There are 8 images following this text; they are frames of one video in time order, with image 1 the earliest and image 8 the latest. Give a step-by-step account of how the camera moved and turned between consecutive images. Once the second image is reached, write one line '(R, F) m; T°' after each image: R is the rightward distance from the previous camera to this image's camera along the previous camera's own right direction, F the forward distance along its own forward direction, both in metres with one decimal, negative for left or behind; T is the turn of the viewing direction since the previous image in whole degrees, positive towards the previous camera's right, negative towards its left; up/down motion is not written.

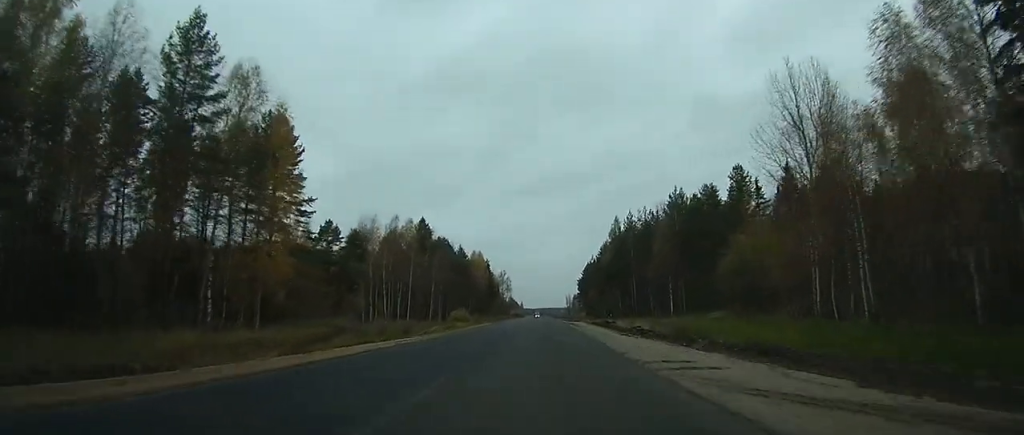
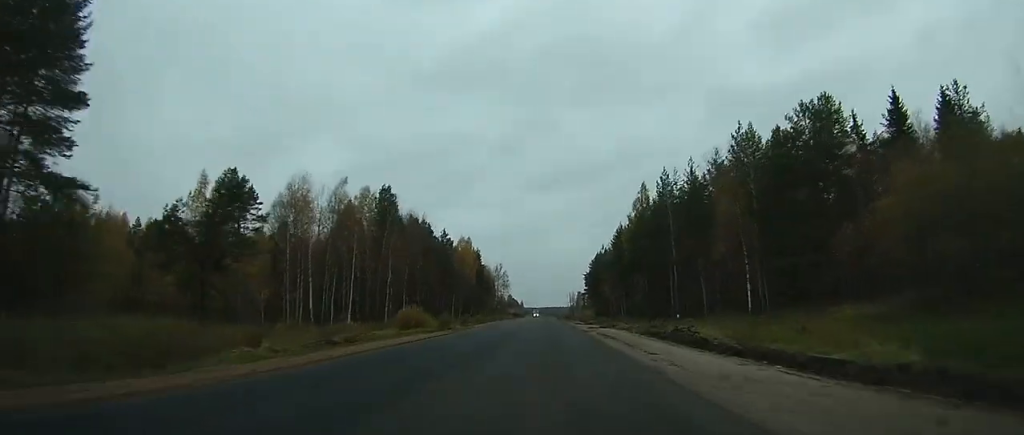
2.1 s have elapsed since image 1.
(+0.7, +36.1) m; +2°
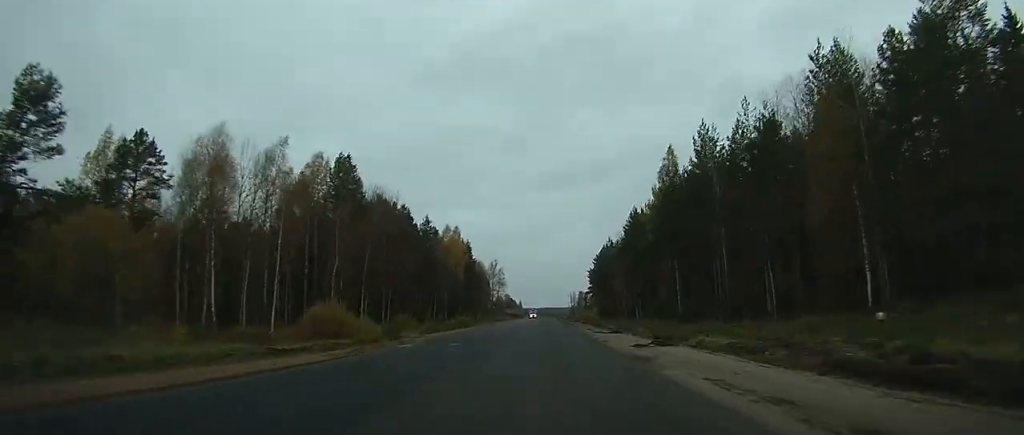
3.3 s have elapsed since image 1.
(+0.2, +23.3) m; 0°
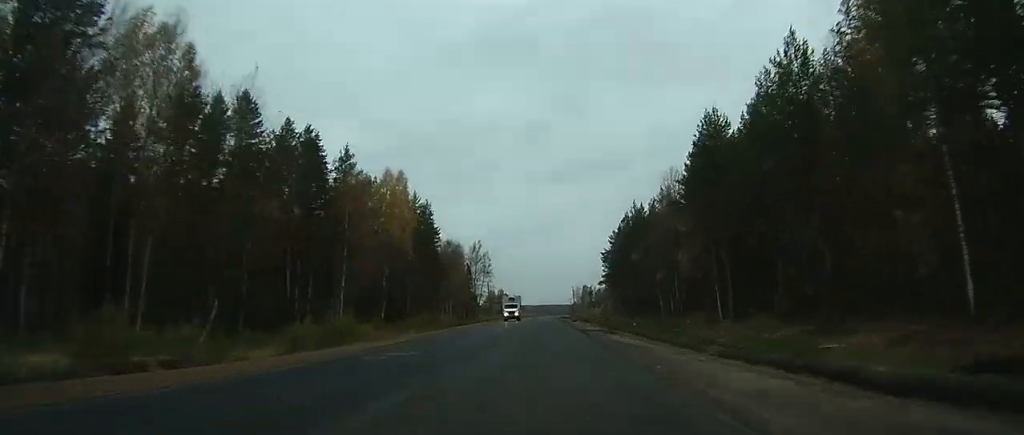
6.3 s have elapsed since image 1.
(-0.1, +54.8) m; 0°
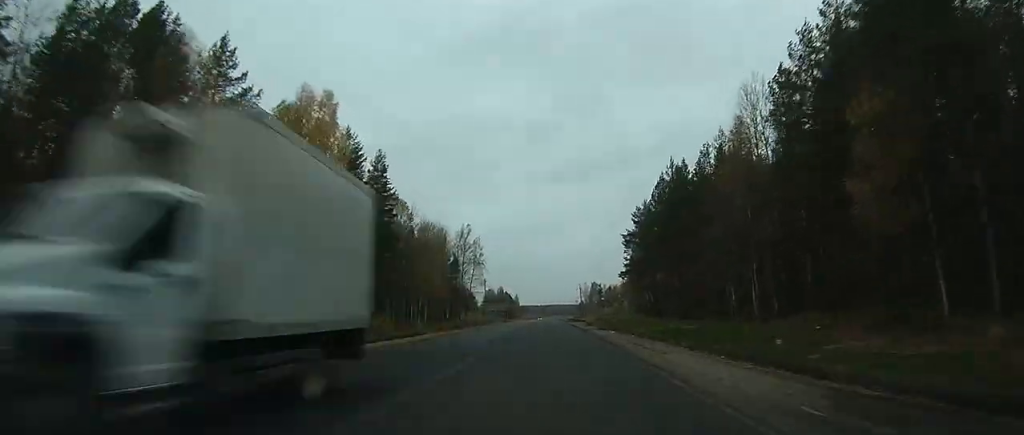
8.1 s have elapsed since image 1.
(+0.1, +34.2) m; 0°
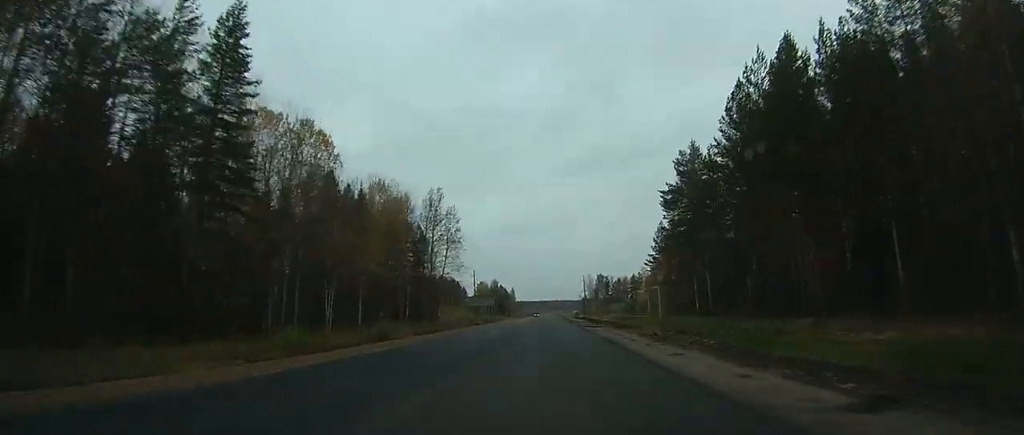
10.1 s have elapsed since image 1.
(-0.2, +40.8) m; -1°
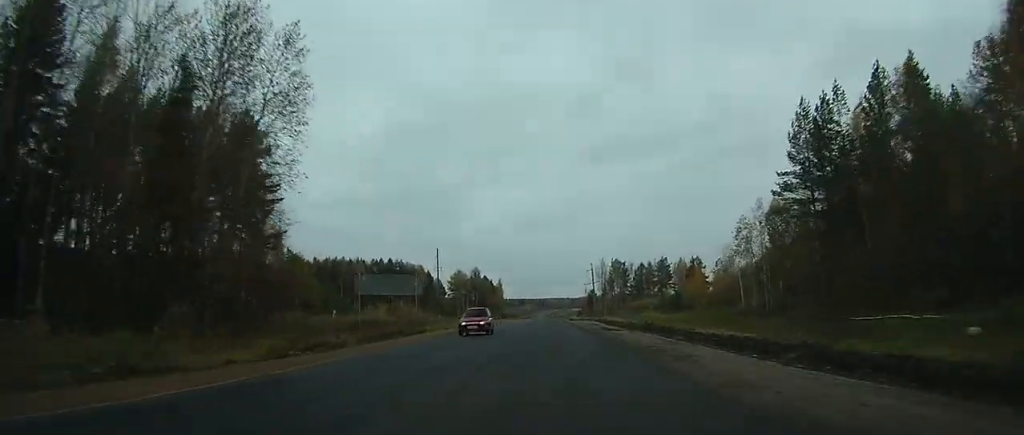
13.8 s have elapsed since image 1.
(0.0, +76.5) m; 0°
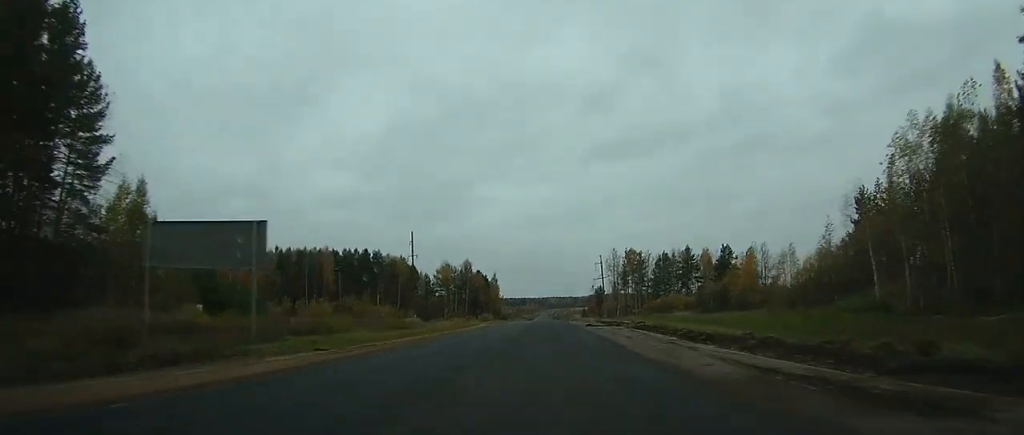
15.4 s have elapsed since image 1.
(+0.1, +31.6) m; 0°
